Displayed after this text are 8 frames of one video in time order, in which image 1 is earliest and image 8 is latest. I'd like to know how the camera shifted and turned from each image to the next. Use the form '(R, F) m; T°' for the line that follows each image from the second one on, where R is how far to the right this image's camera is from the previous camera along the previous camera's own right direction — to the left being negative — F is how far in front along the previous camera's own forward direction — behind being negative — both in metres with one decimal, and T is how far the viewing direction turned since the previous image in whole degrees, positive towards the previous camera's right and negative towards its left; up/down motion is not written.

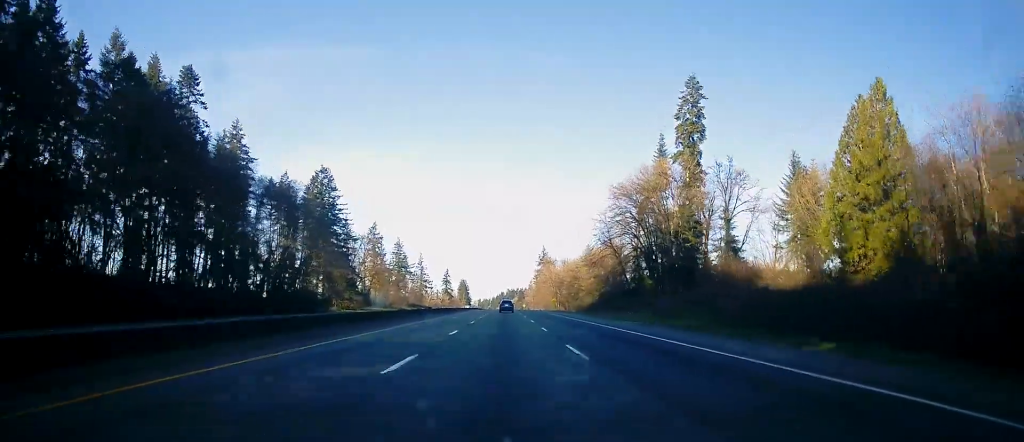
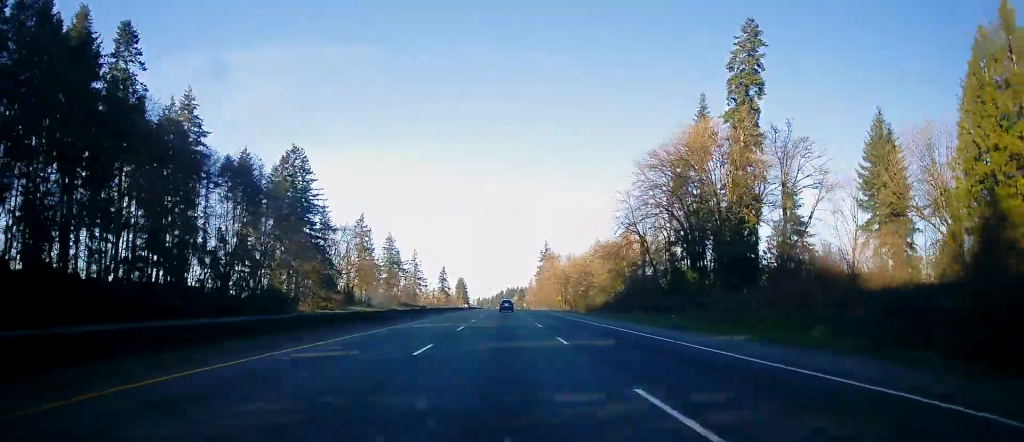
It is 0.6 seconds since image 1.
(0.0, +21.0) m; 0°
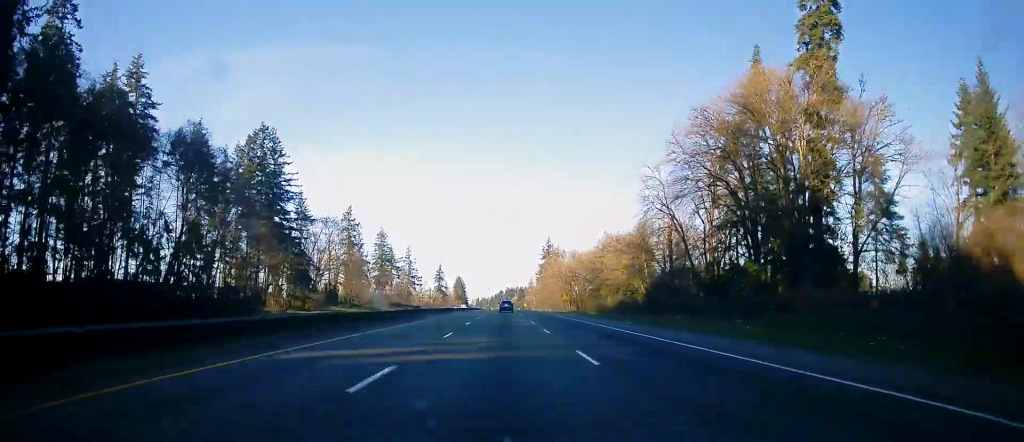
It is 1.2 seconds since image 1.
(-0.1, +17.7) m; 0°
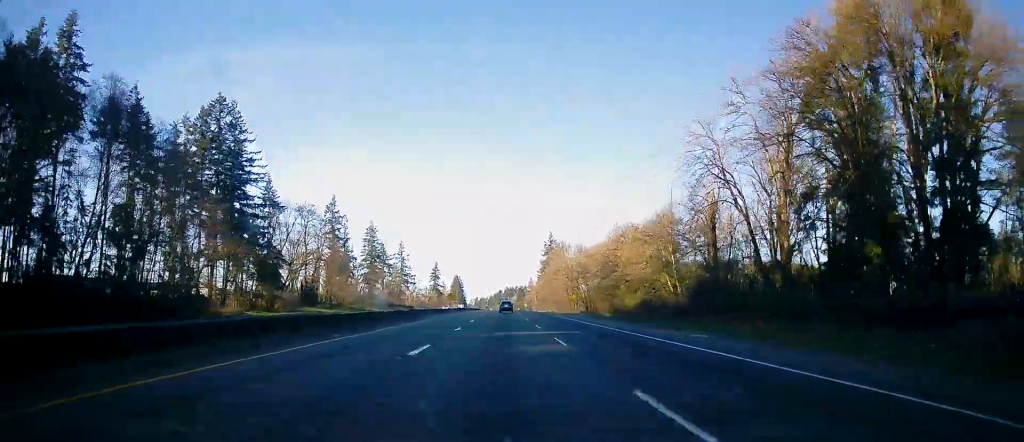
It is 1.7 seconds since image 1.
(-0.2, +18.8) m; 0°
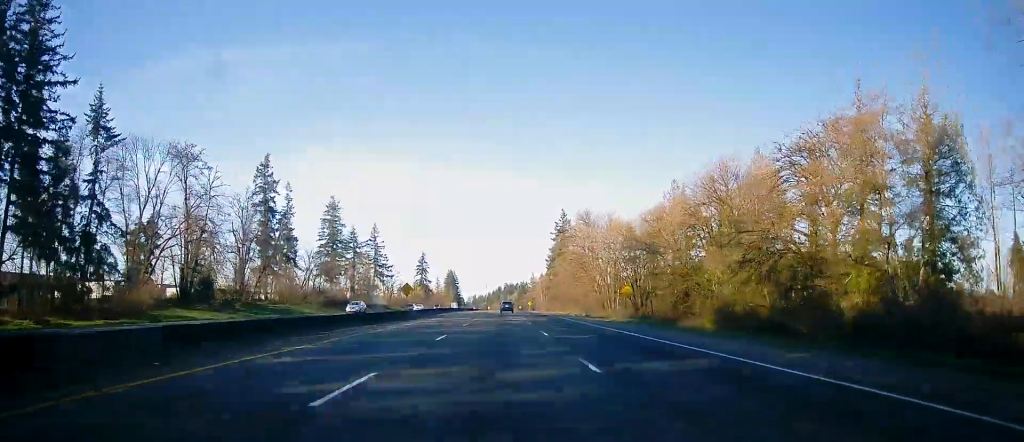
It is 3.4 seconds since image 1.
(+0.3, +55.2) m; +1°
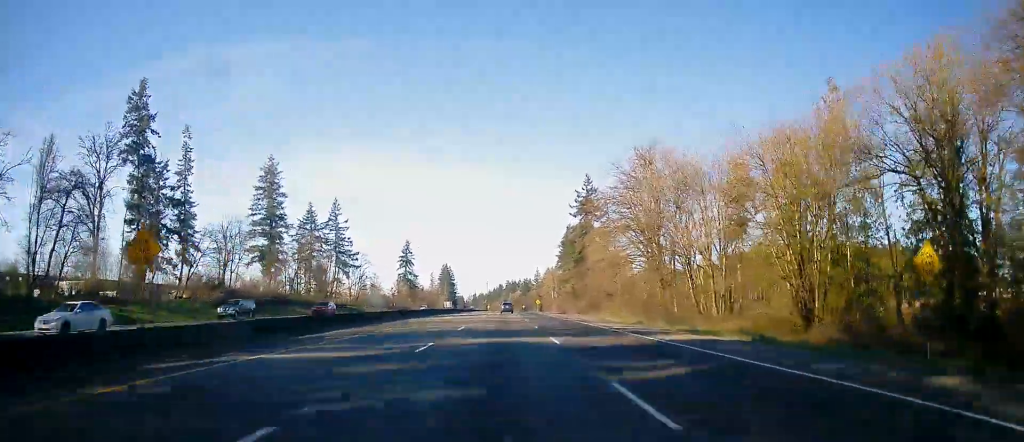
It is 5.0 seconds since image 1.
(+0.4, +53.1) m; 0°
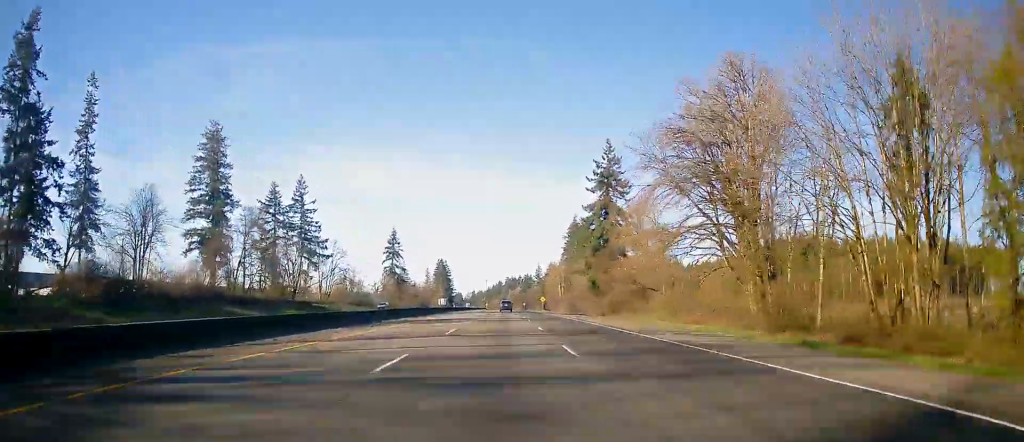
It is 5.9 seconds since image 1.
(-0.1, +28.9) m; 0°
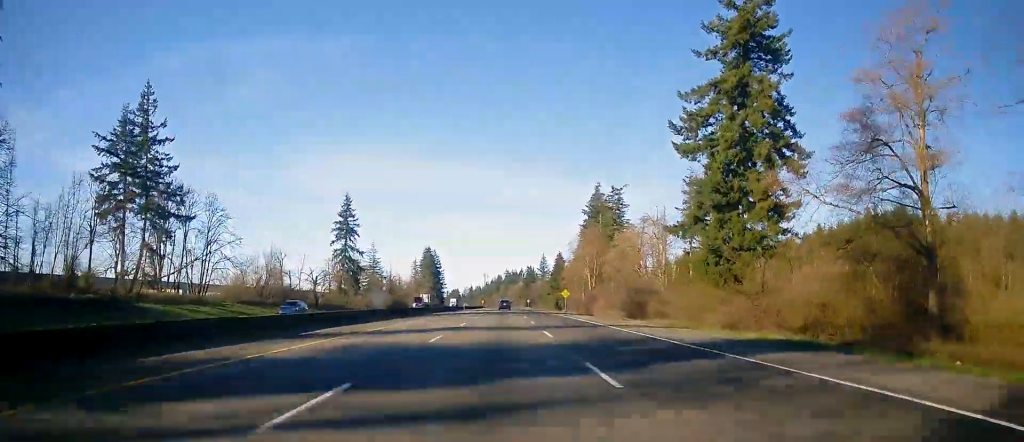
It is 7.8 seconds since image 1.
(-0.1, +65.8) m; -1°
